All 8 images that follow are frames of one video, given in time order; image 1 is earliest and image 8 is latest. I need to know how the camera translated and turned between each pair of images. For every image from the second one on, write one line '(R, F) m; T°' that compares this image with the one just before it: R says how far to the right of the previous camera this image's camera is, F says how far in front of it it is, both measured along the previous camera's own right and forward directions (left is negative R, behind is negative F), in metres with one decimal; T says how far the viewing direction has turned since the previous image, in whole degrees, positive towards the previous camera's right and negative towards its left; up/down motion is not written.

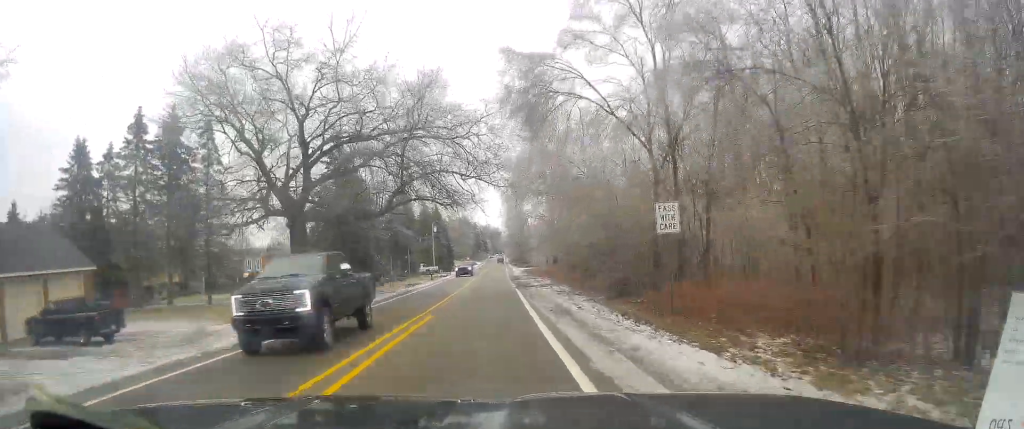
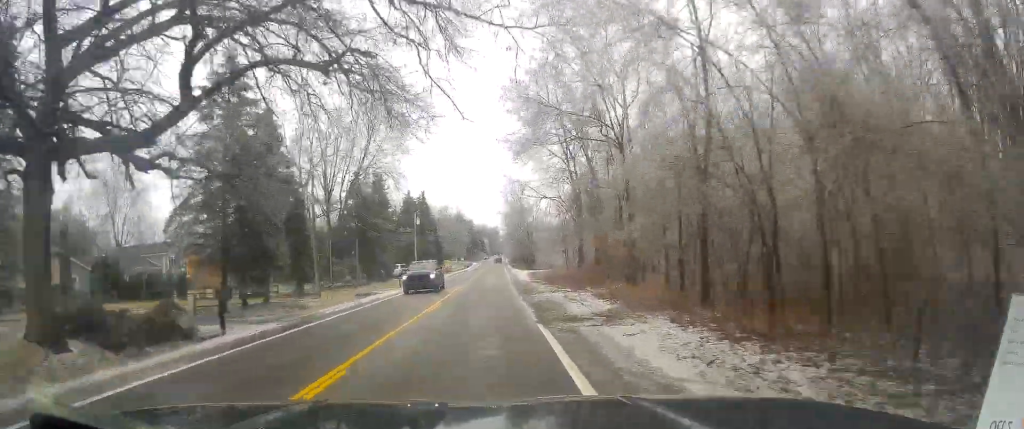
(+0.2, +20.9) m; -1°
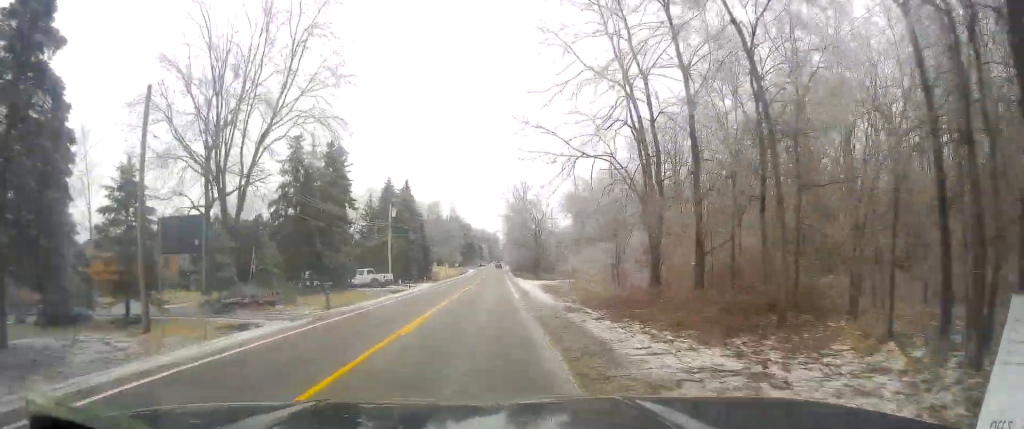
(-0.4, +20.8) m; -1°
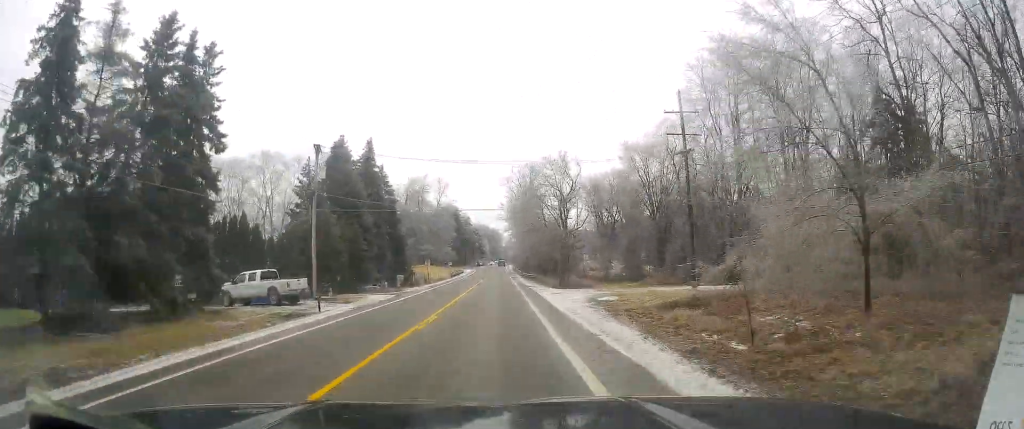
(0.0, +29.4) m; 0°
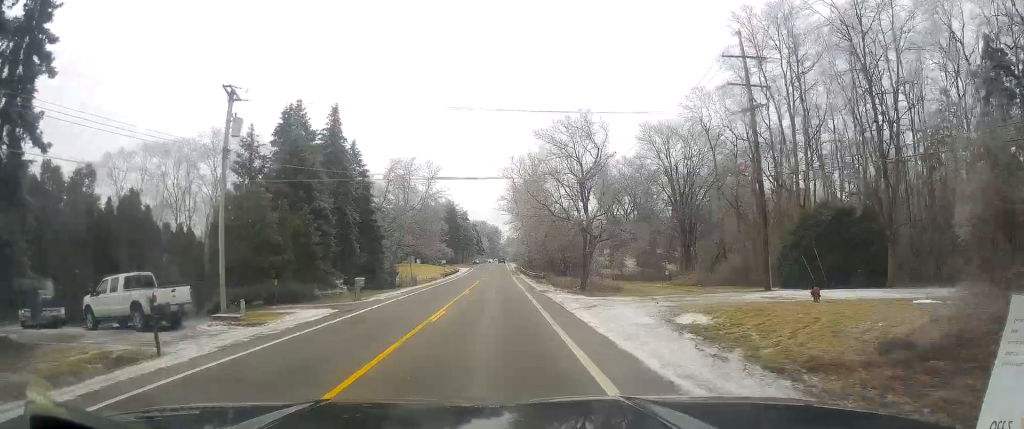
(+0.3, +13.9) m; 0°
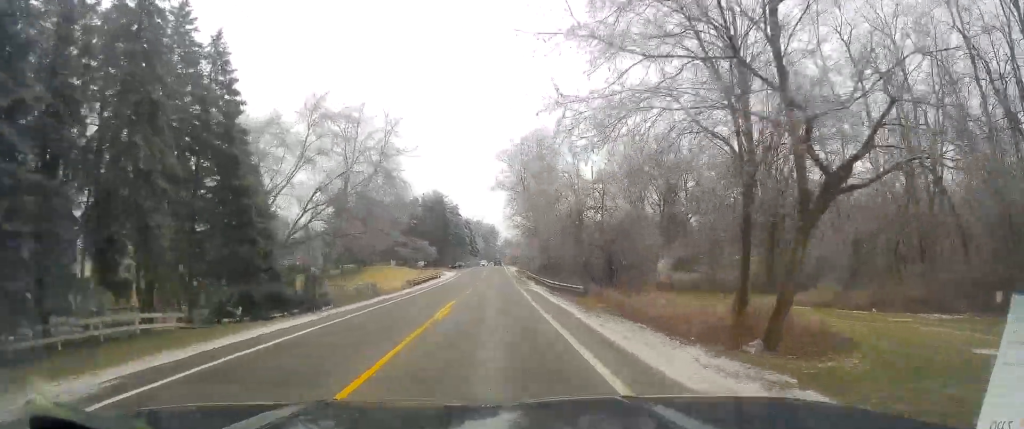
(-0.5, +30.2) m; 0°
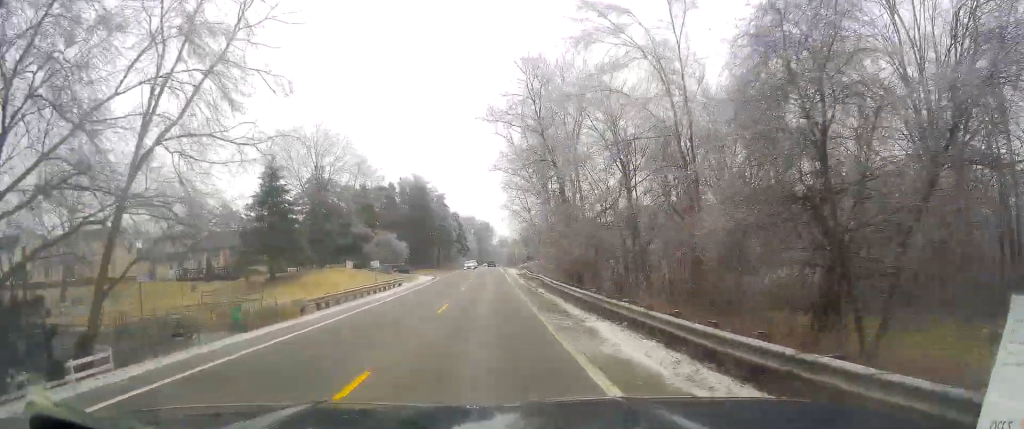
(+0.3, +30.2) m; 0°
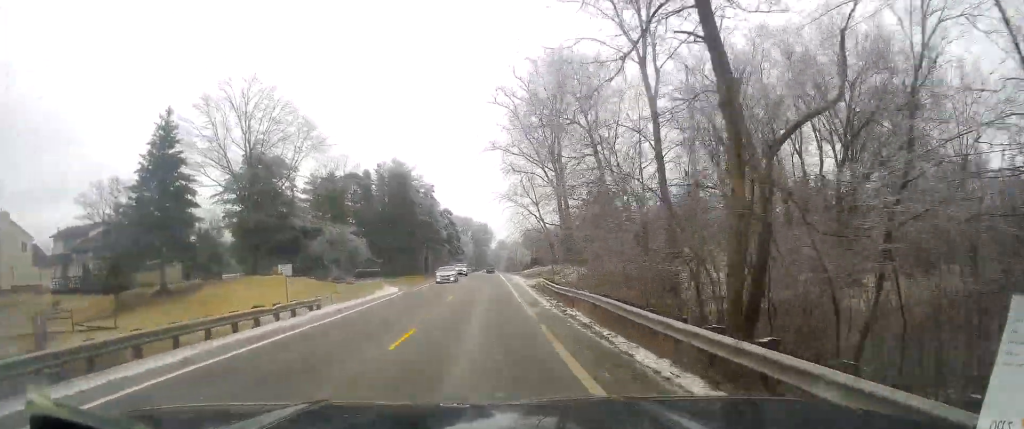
(-0.2, +25.0) m; +1°
